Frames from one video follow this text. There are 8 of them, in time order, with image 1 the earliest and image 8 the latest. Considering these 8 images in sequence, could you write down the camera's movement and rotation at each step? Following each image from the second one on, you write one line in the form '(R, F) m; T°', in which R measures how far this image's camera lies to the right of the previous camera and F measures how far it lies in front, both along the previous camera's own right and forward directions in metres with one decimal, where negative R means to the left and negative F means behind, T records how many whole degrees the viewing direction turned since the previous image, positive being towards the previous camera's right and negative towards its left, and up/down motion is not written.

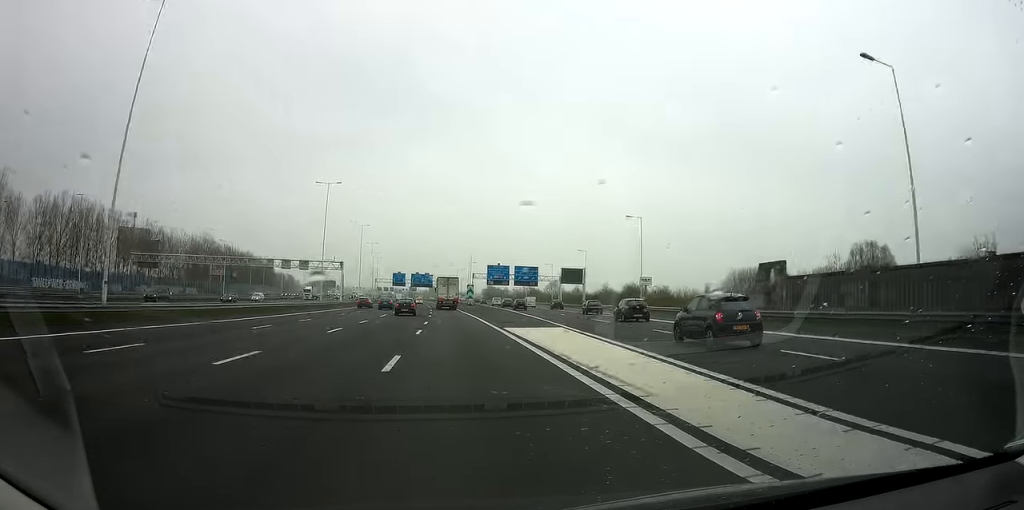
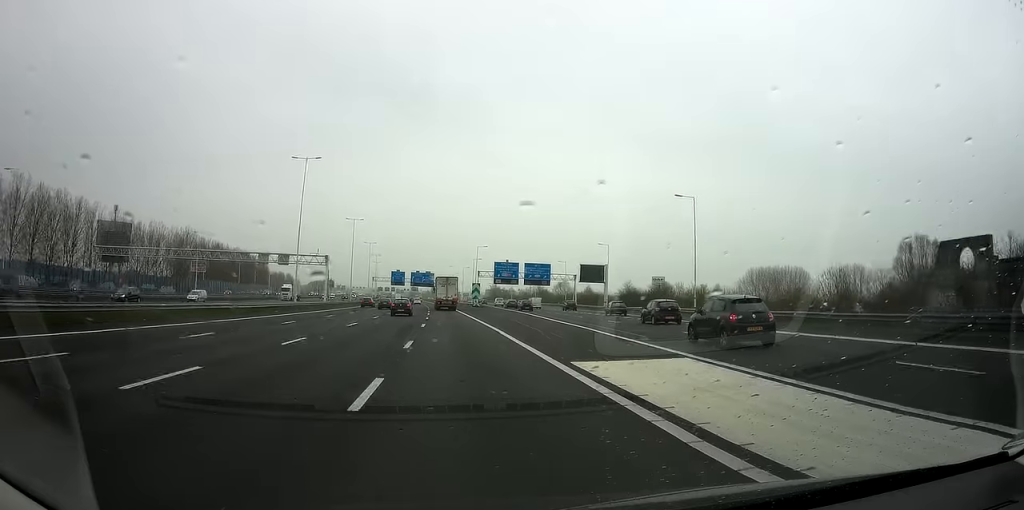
(-0.2, +15.3) m; -1°
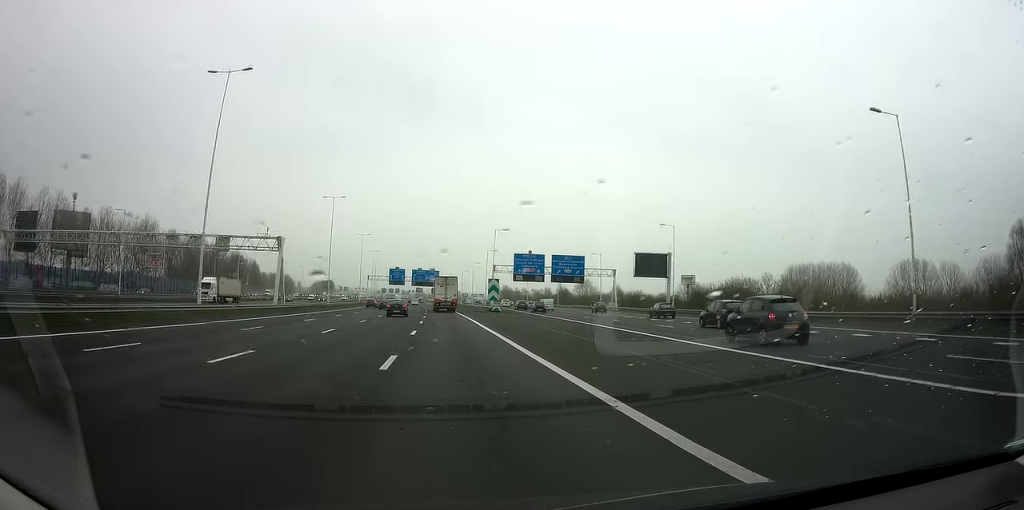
(-0.1, +28.9) m; -1°
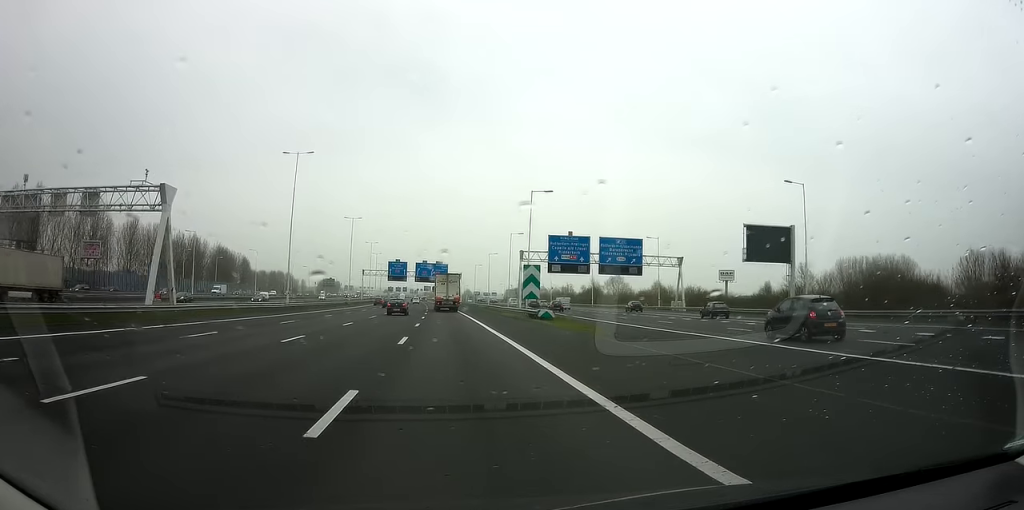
(-0.4, +29.1) m; -1°
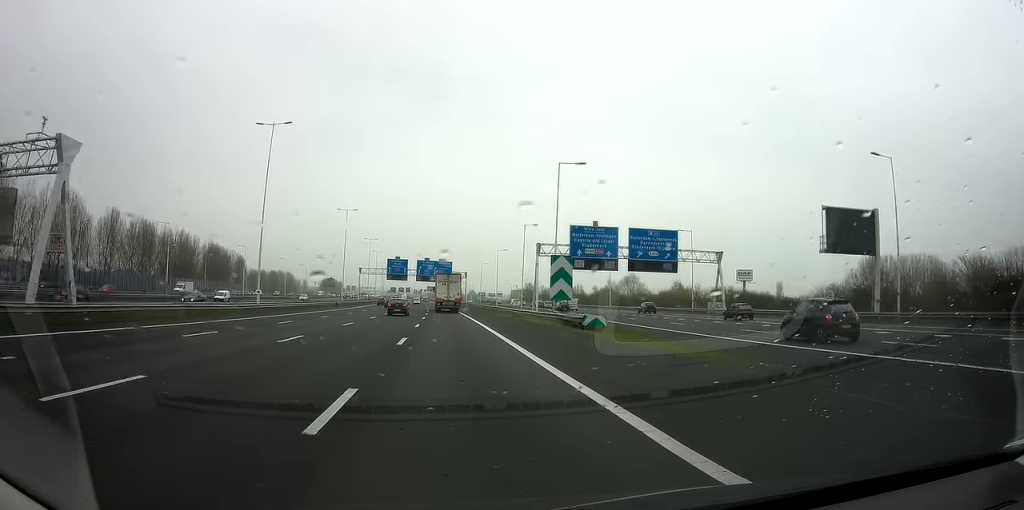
(0.0, +11.9) m; 0°
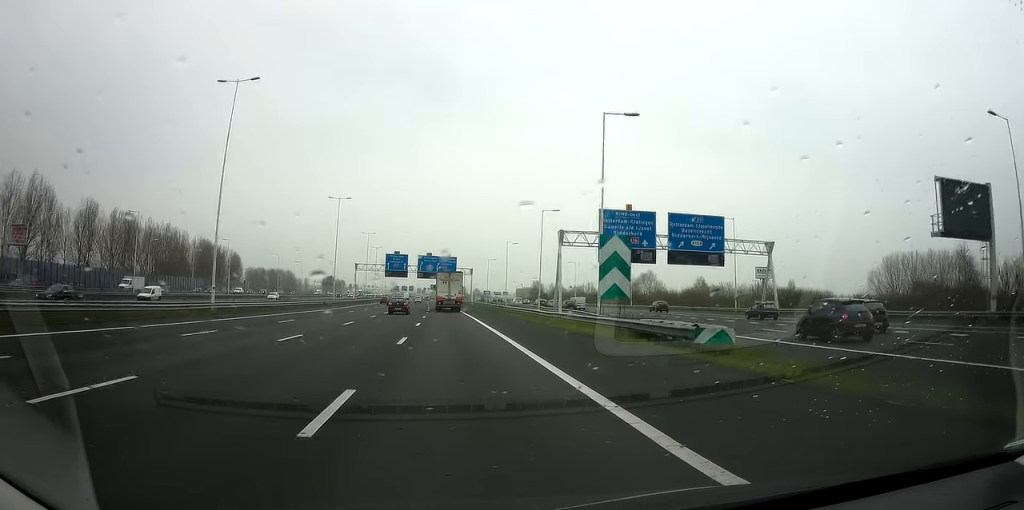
(0.0, +11.9) m; 0°
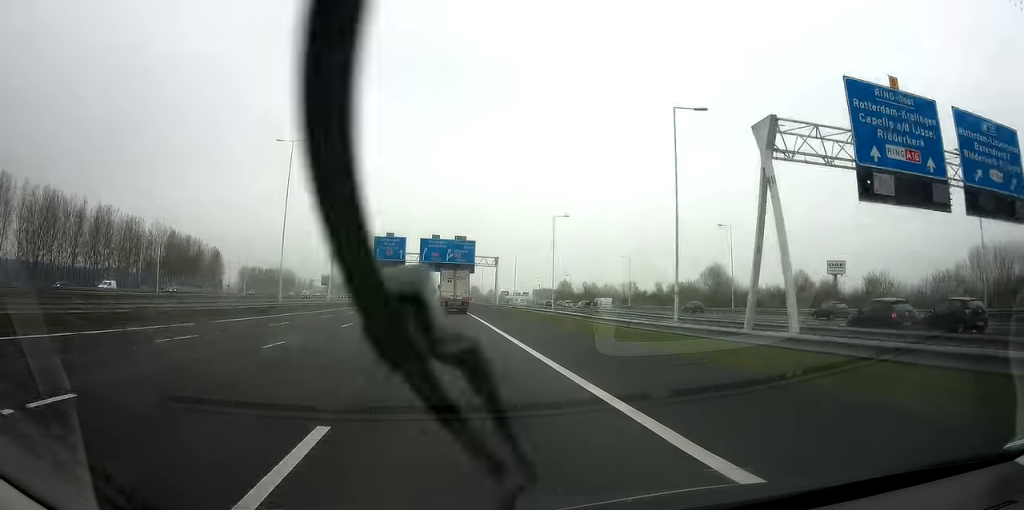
(-0.1, +37.5) m; -1°
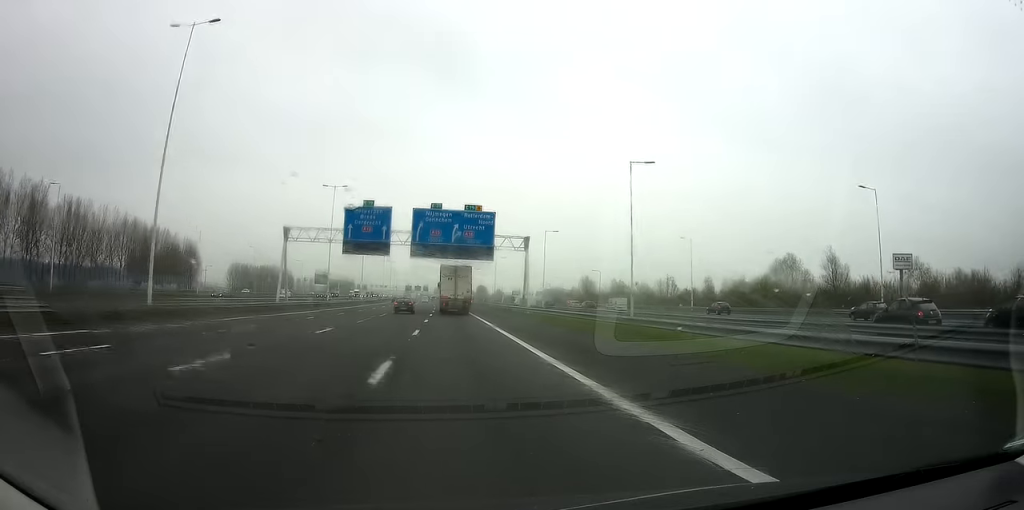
(-0.4, +29.2) m; -1°
